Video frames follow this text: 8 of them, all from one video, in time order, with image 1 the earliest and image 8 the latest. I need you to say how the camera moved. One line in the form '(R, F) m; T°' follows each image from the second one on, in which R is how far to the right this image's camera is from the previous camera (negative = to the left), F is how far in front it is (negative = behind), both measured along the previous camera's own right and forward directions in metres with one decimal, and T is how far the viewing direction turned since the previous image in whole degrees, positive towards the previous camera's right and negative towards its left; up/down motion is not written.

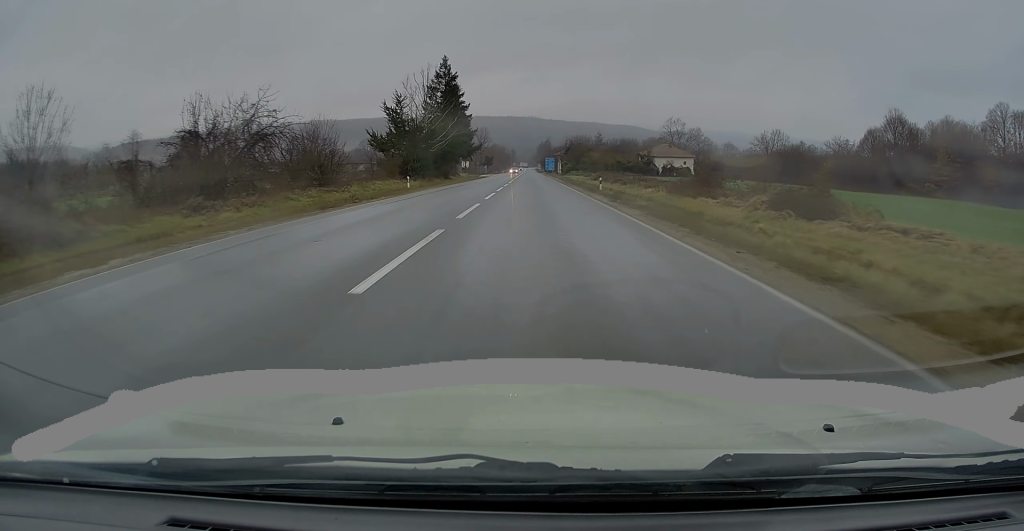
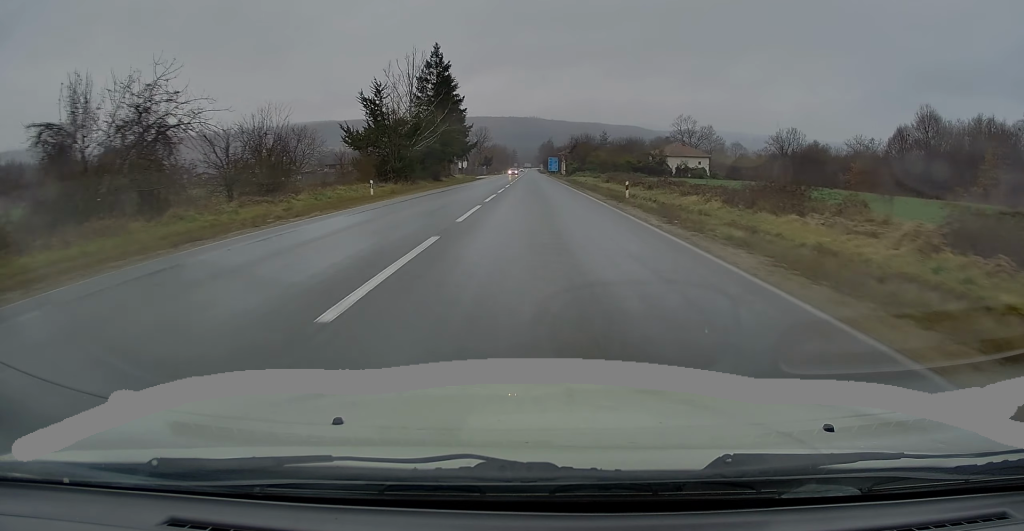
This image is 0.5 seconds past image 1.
(-0.2, +10.0) m; -1°
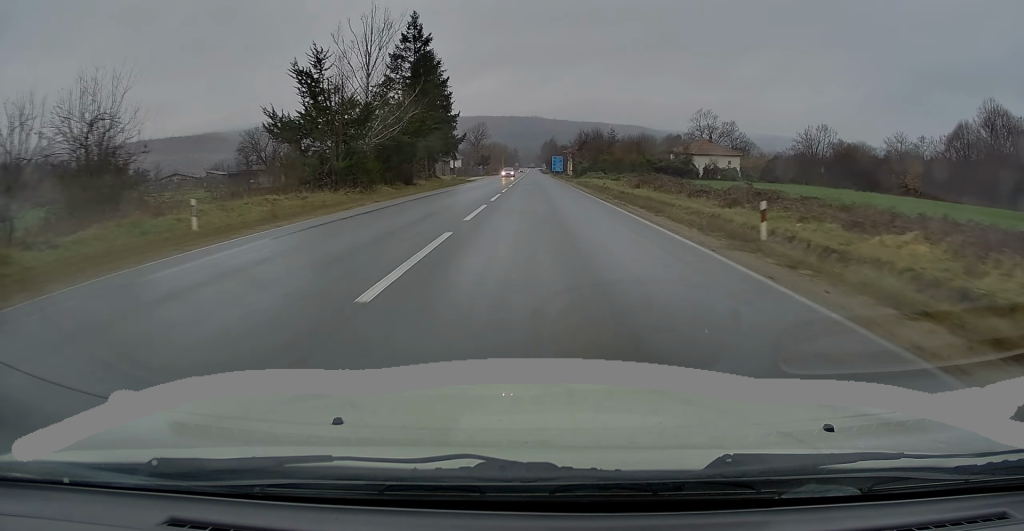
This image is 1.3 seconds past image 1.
(-0.1, +17.2) m; 0°
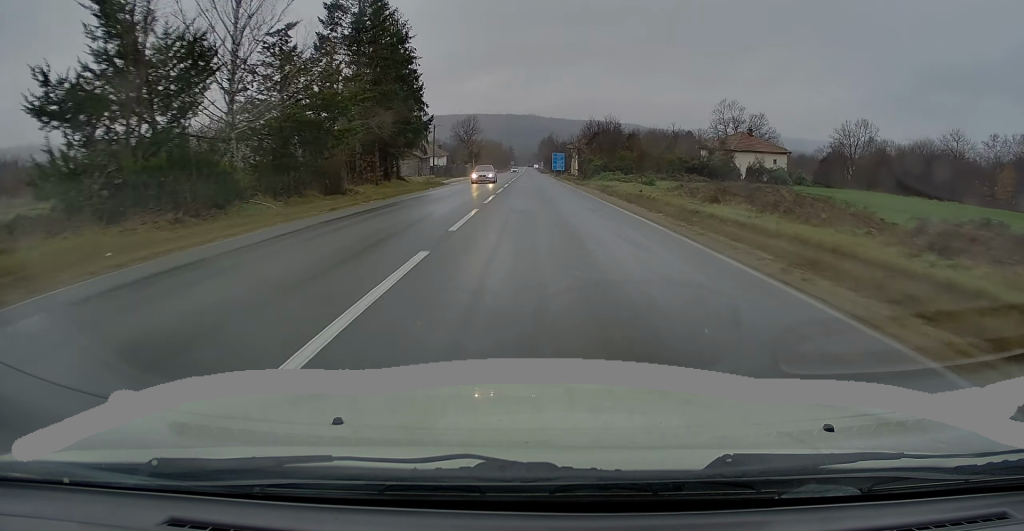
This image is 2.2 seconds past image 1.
(0.0, +20.8) m; 0°
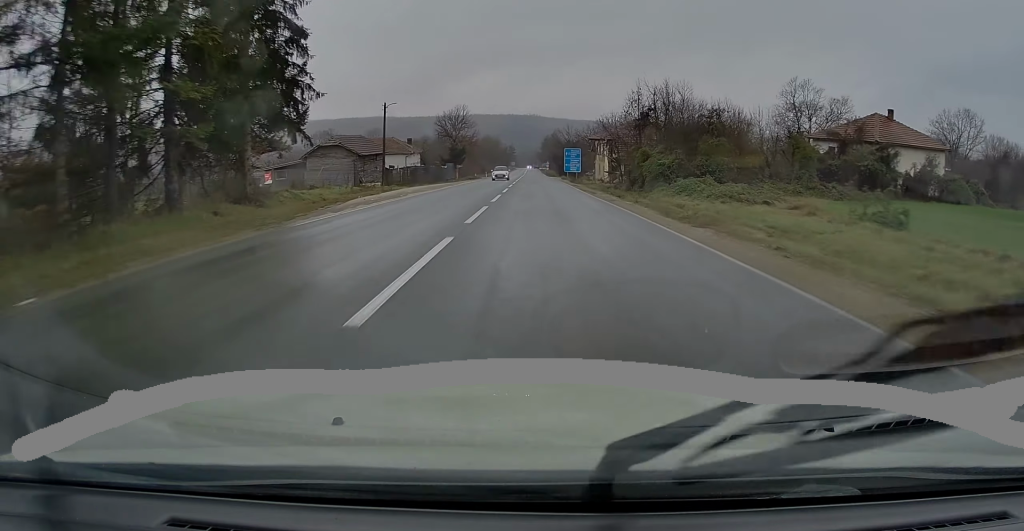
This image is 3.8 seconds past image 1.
(+0.2, +34.0) m; 0°
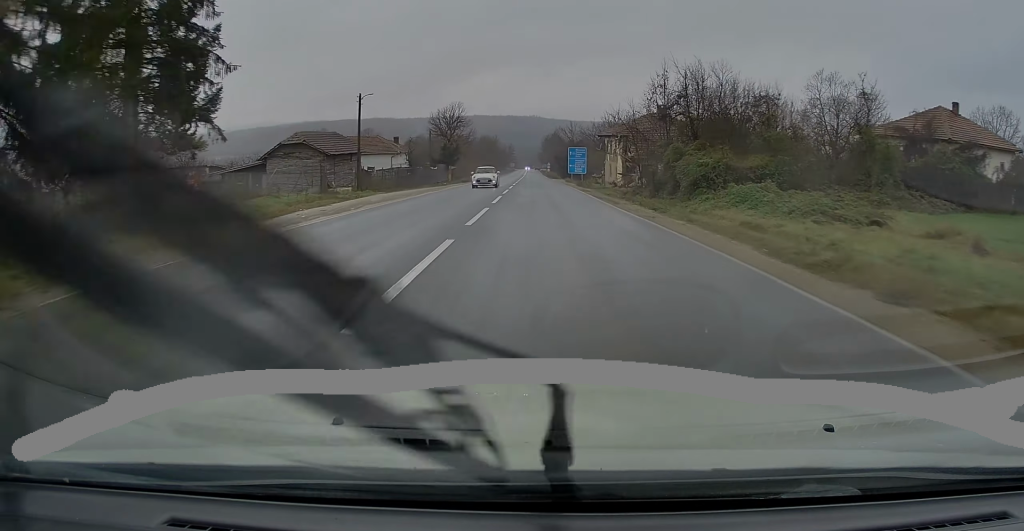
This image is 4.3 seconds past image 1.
(-0.1, +9.1) m; 0°
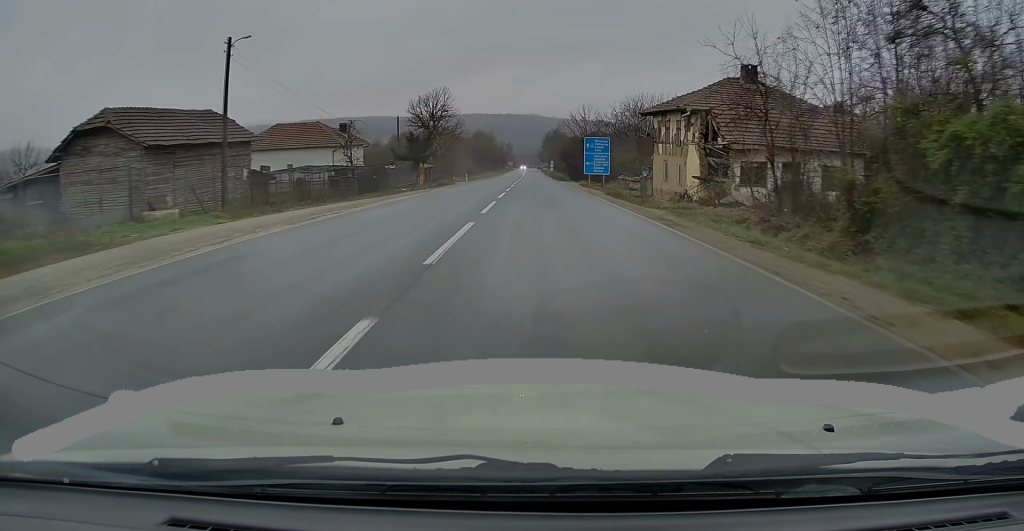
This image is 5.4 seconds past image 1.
(0.0, +23.6) m; 0°
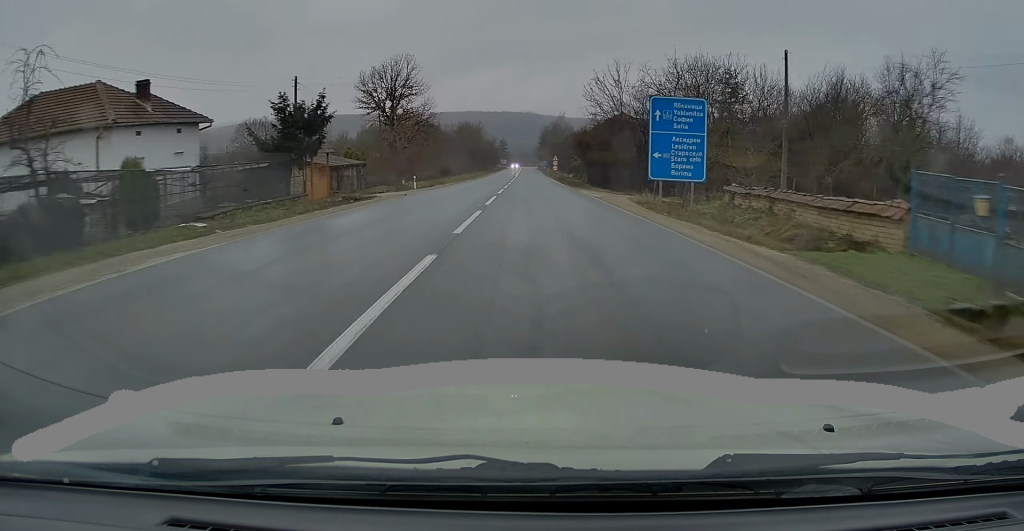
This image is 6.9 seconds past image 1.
(-0.3, +31.9) m; 0°
